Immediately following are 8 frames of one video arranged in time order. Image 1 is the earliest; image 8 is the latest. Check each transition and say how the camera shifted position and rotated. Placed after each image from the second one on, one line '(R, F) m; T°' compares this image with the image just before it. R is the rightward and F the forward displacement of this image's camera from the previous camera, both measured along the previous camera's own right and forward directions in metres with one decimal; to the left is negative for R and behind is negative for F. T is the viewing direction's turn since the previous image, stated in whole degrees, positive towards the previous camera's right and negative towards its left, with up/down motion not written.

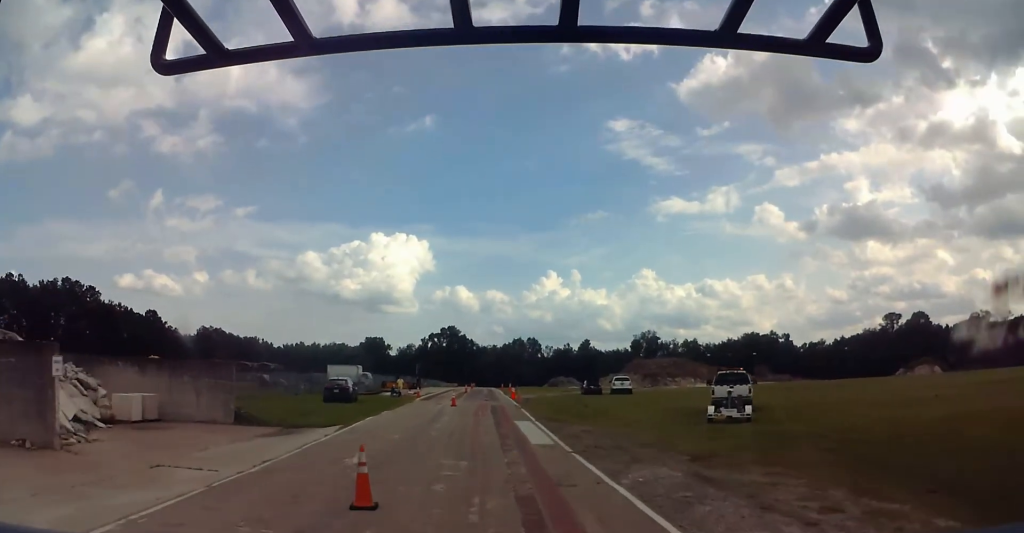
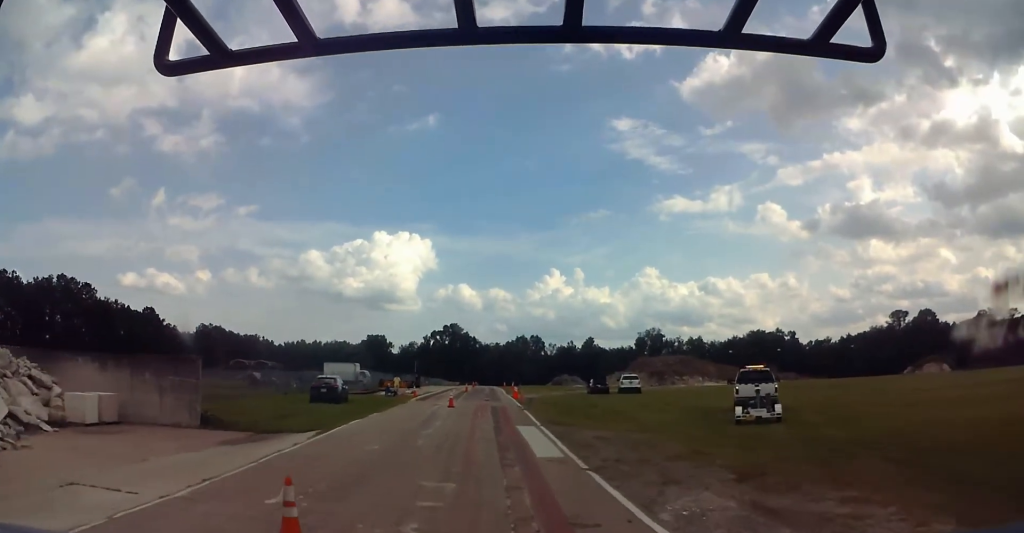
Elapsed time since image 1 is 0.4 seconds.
(0.0, +3.2) m; 0°
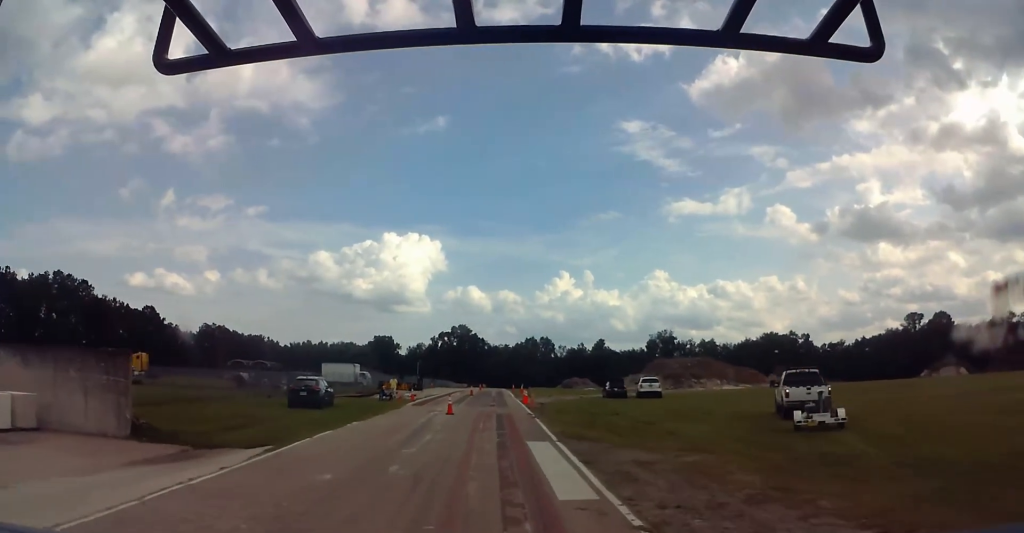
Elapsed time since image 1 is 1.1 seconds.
(0.0, +5.0) m; 0°
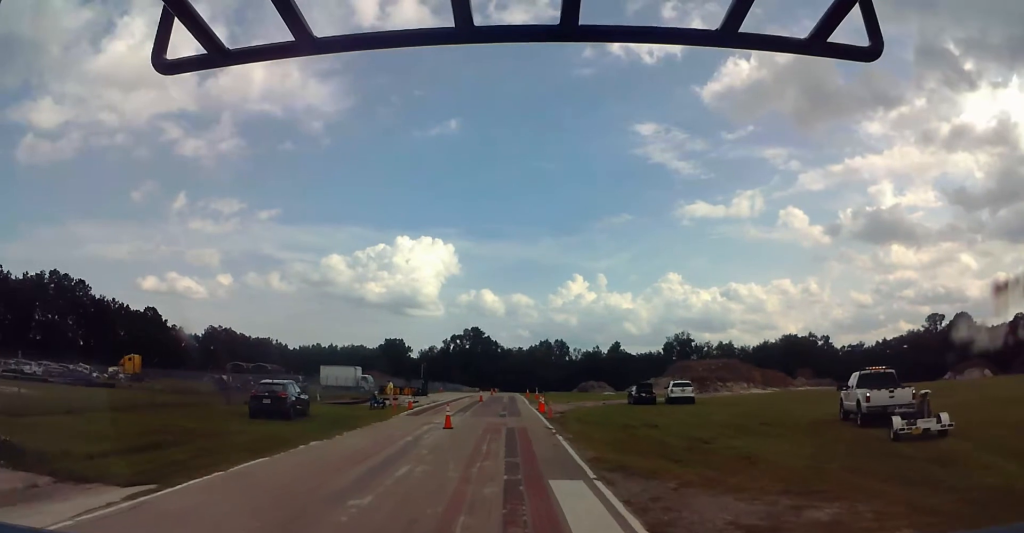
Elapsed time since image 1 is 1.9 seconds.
(0.0, +6.5) m; 0°
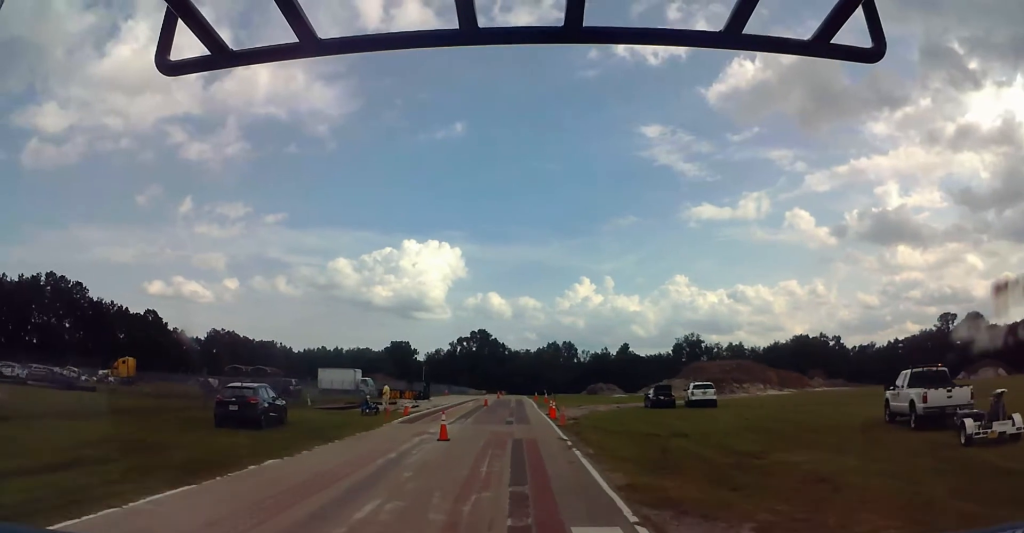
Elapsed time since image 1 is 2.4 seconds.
(0.0, +4.0) m; 0°
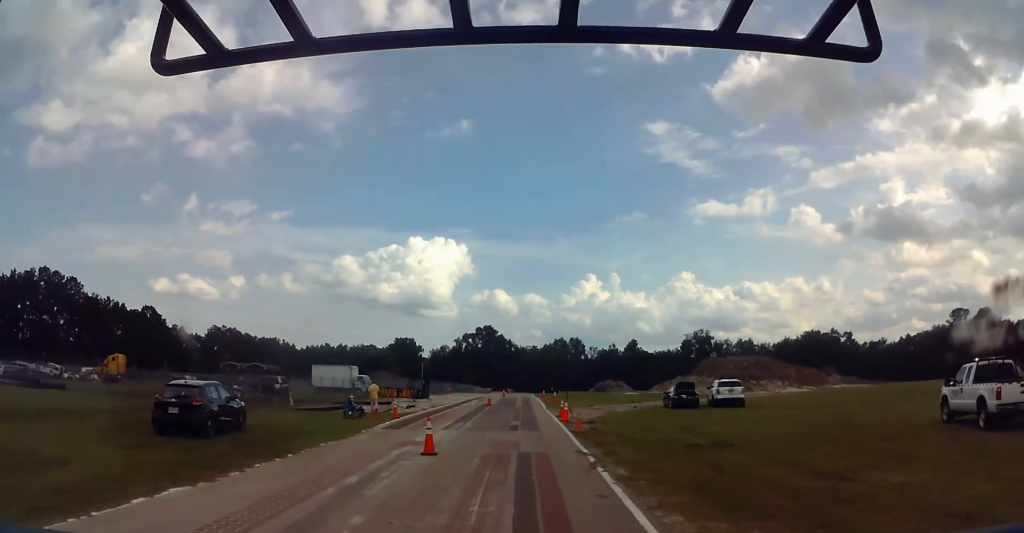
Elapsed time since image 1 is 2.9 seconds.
(0.0, +4.9) m; 0°
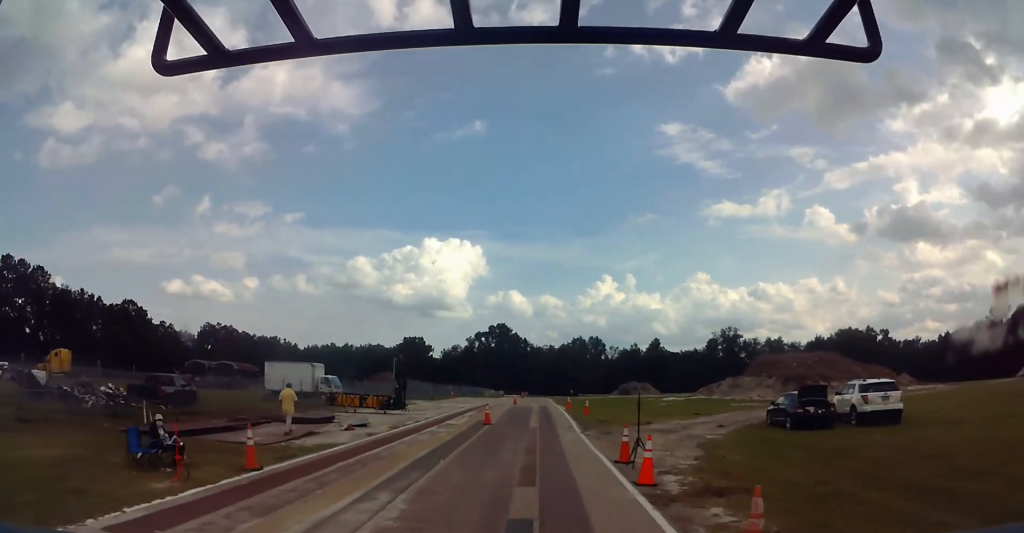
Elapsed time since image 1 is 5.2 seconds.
(+0.4, +18.9) m; 0°
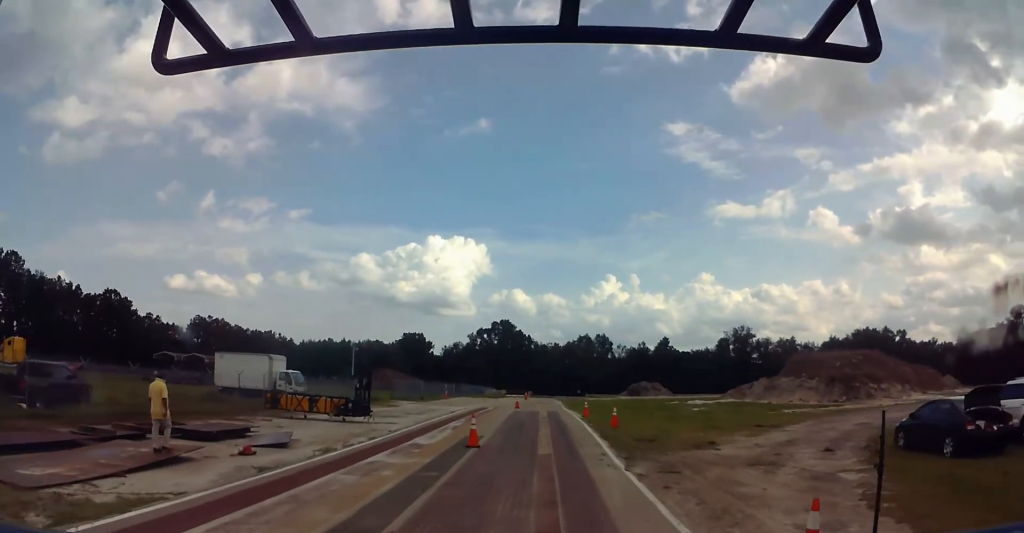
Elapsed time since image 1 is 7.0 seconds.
(-0.5, +11.1) m; -3°
